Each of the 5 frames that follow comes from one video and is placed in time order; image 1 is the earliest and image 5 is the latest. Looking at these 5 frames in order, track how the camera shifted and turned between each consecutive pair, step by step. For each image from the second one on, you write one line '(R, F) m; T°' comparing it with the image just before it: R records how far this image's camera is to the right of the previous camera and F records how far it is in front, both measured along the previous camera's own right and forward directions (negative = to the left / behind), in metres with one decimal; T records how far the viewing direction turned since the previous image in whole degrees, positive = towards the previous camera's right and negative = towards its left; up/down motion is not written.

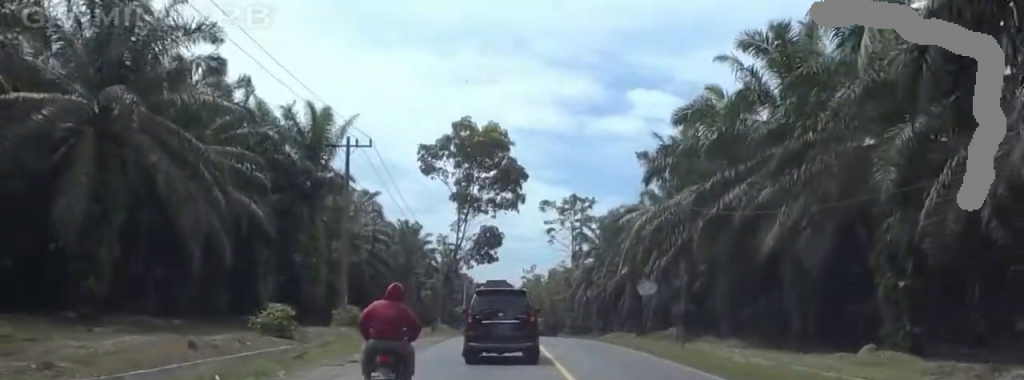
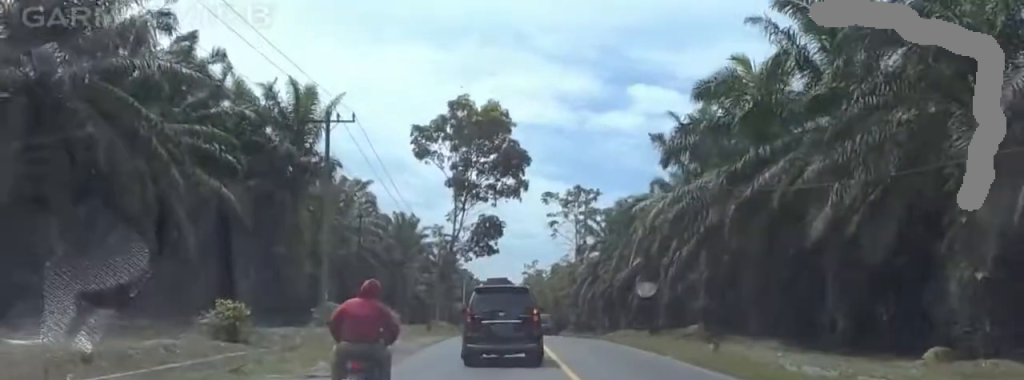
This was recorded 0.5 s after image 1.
(0.0, +6.9) m; +1°
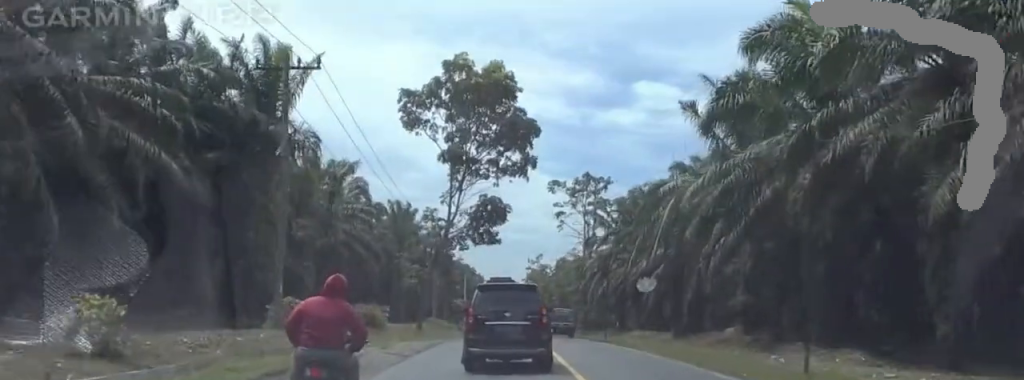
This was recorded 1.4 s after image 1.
(+0.1, +11.1) m; 0°
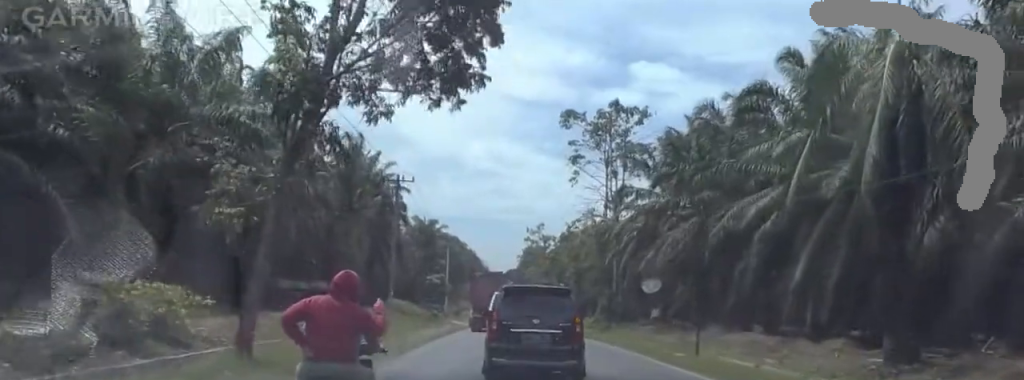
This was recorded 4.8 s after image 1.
(-3.4, +45.8) m; -2°
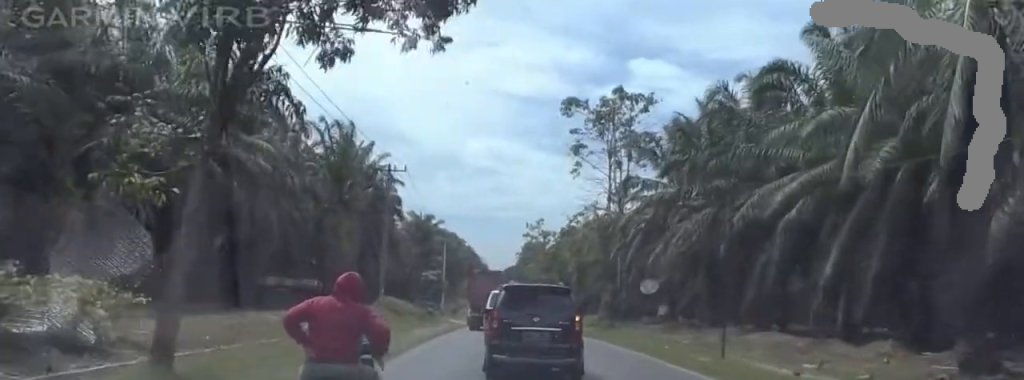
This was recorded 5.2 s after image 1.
(-0.1, +5.8) m; +1°
